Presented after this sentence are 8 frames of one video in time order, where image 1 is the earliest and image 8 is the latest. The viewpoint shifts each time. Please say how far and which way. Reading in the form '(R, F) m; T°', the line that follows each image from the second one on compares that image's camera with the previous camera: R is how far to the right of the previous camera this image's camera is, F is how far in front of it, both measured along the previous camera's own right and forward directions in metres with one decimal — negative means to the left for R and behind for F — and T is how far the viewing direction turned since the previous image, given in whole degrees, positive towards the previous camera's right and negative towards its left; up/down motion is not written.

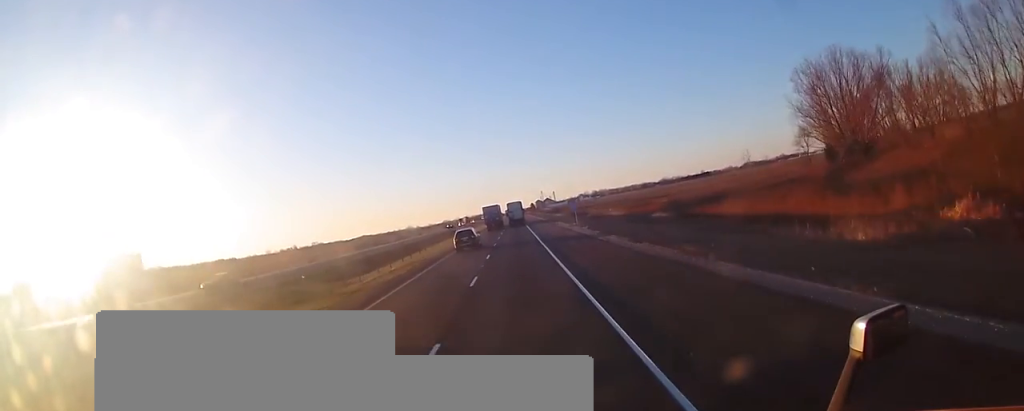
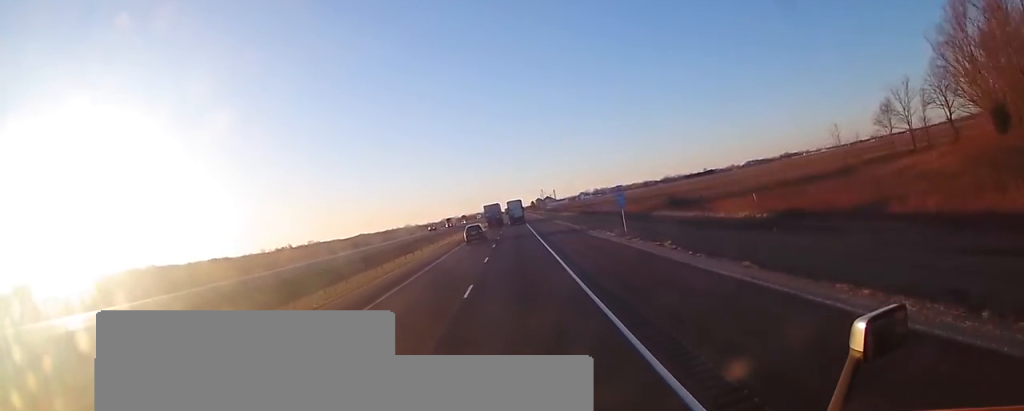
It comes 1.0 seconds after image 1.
(+0.2, +27.8) m; 0°
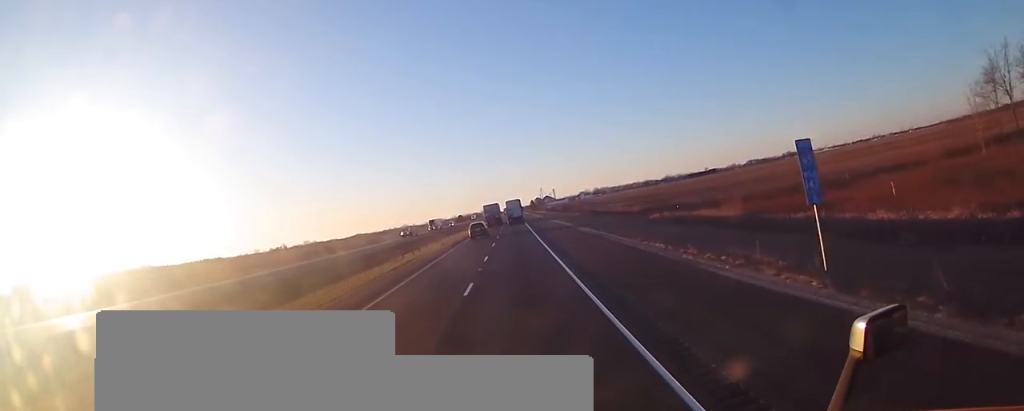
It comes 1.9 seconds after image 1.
(-0.2, +24.2) m; -1°
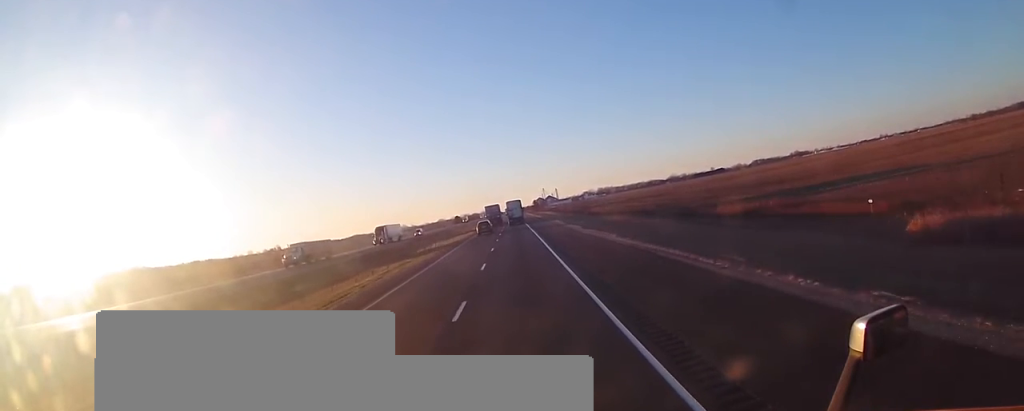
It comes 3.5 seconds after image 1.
(-0.2, +41.7) m; 0°
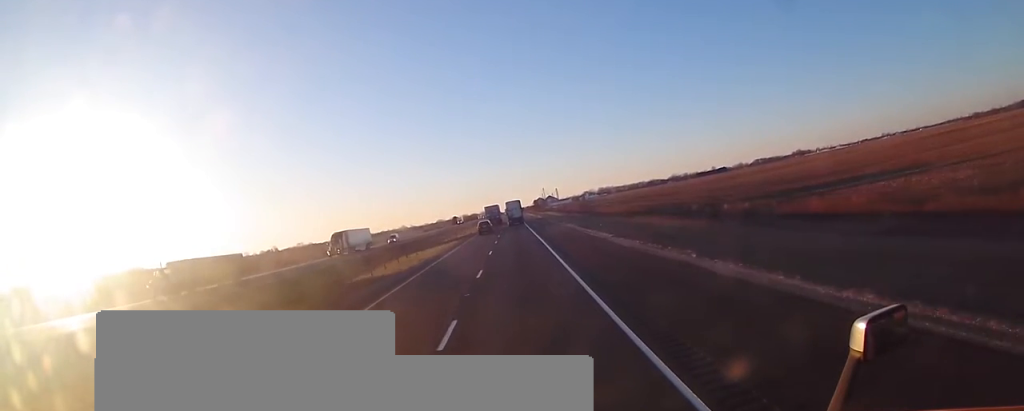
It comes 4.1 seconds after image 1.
(-0.1, +15.2) m; +1°
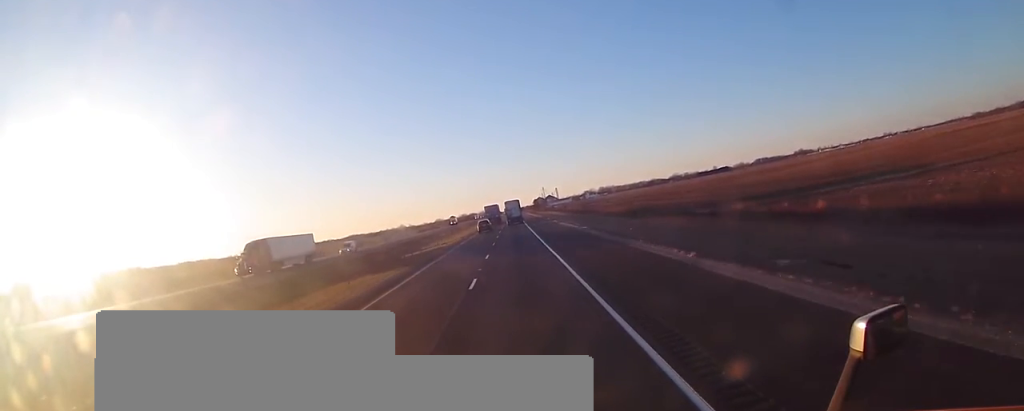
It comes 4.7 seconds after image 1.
(+0.1, +16.1) m; 0°
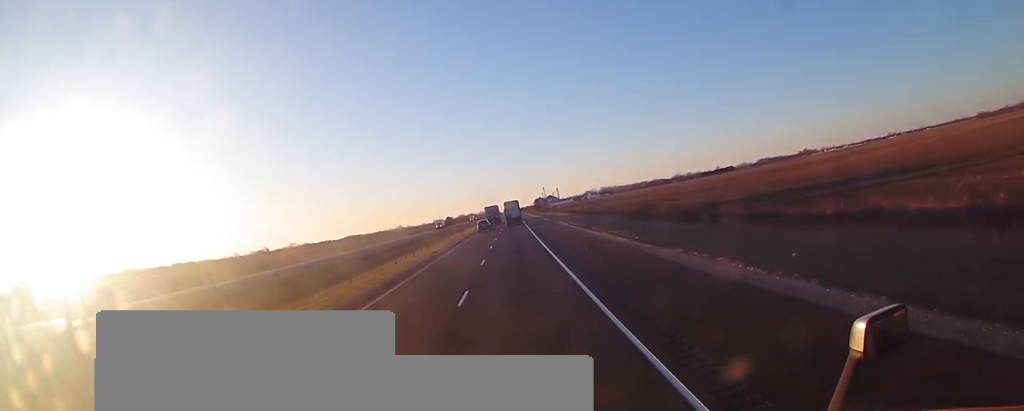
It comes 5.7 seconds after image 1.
(0.0, +27.6) m; -1°
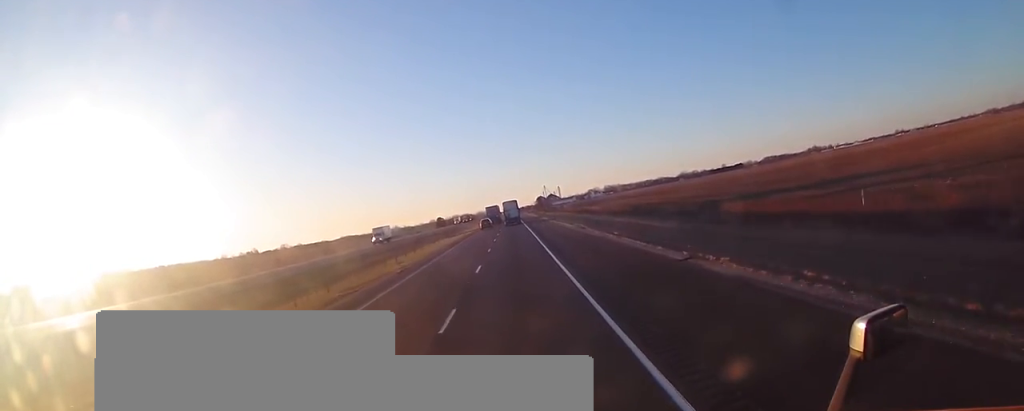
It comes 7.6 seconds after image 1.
(-0.3, +51.9) m; 0°
